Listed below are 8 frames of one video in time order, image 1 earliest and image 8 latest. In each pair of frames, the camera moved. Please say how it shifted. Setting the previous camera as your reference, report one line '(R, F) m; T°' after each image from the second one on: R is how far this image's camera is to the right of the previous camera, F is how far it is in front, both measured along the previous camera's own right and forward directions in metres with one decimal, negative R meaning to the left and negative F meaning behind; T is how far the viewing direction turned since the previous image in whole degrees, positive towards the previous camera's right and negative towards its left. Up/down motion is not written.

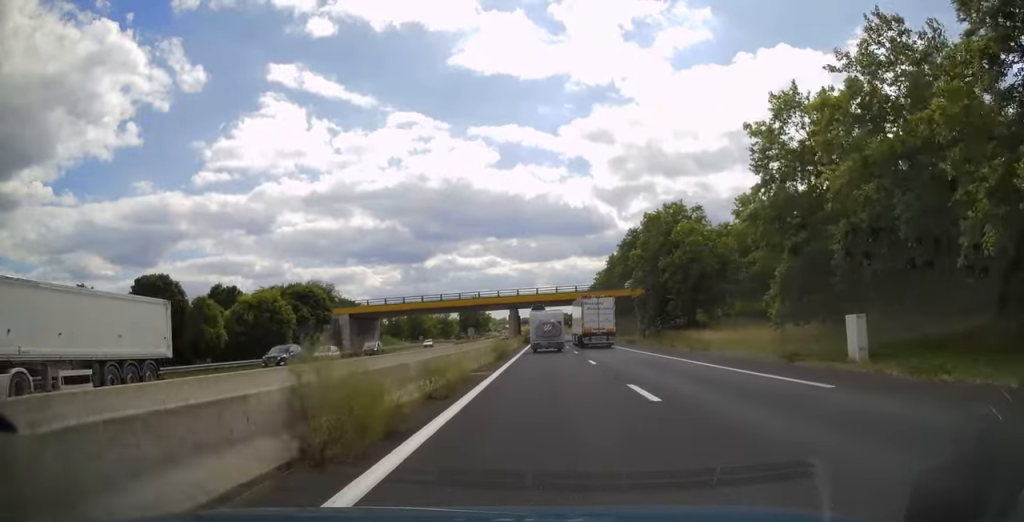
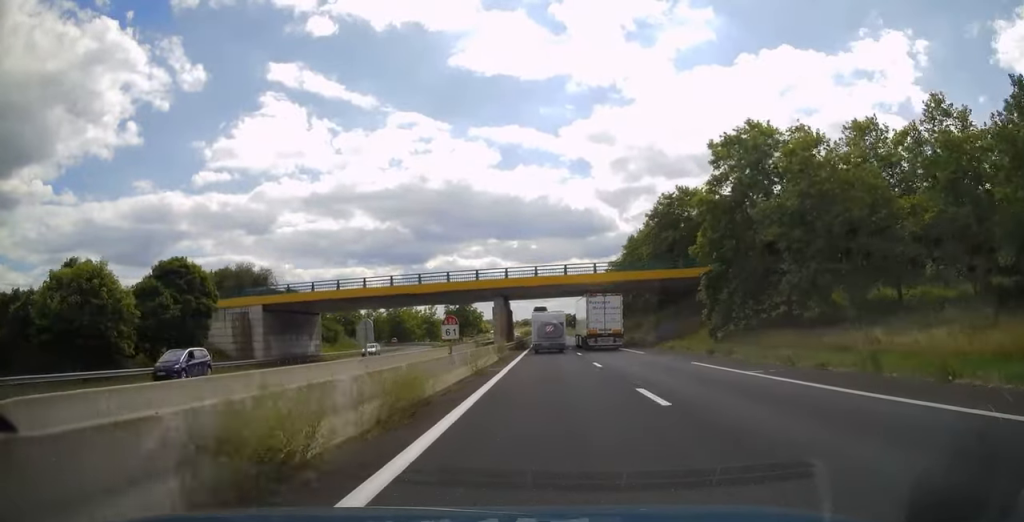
(-0.1, +26.6) m; 0°
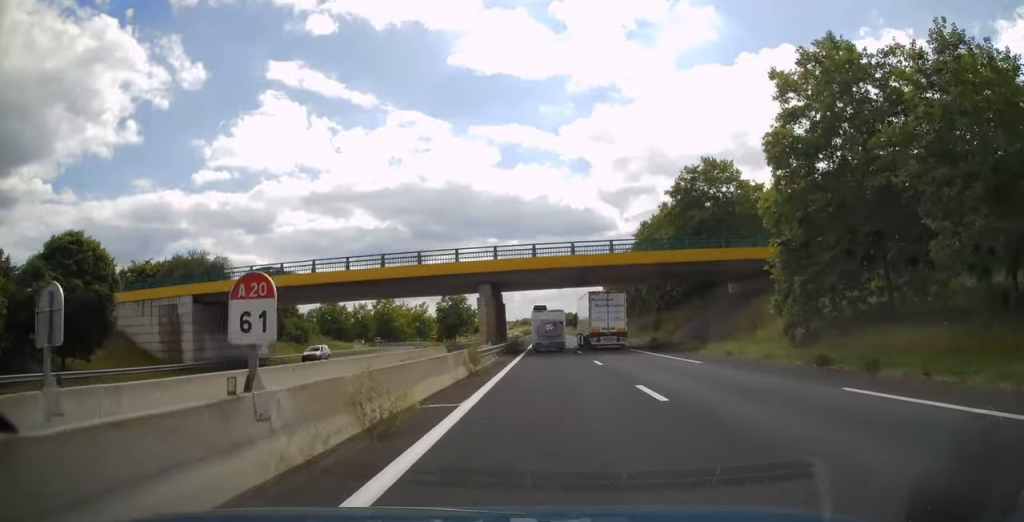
(0.0, +12.3) m; 0°
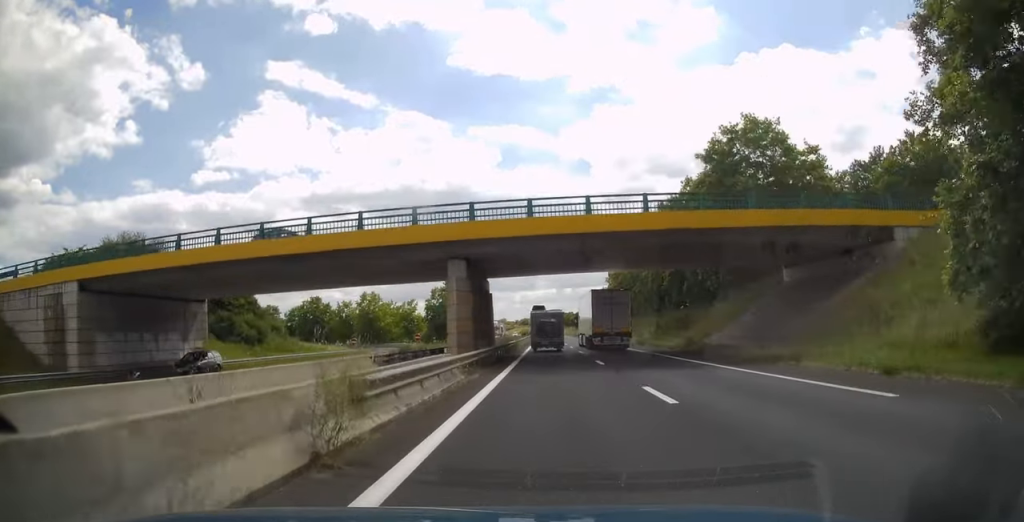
(0.0, +13.3) m; 0°
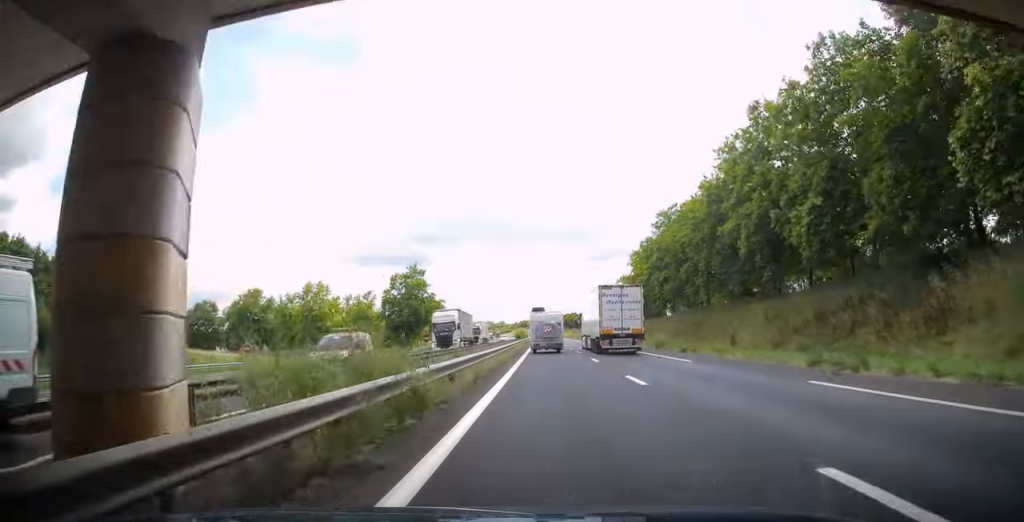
(+0.3, +34.4) m; 0°
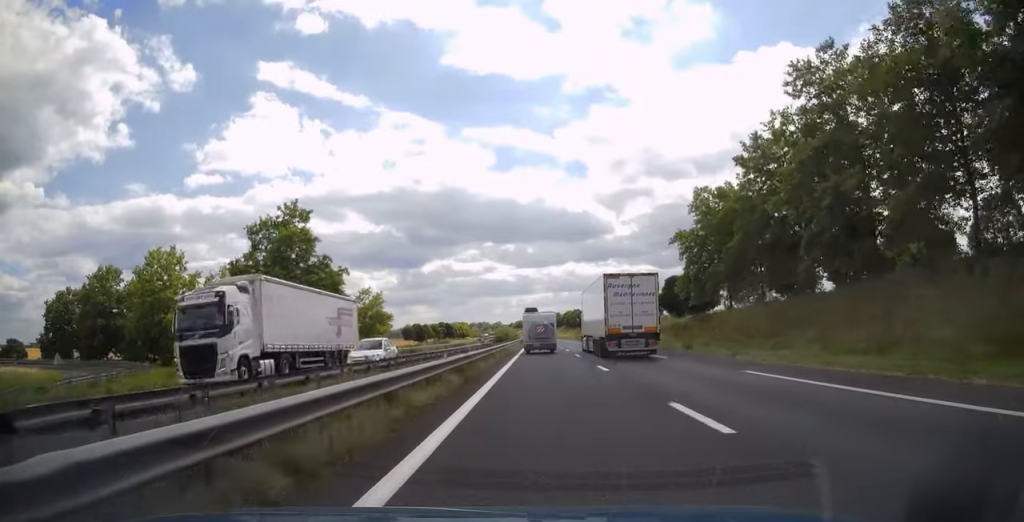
(-0.4, +45.9) m; -1°
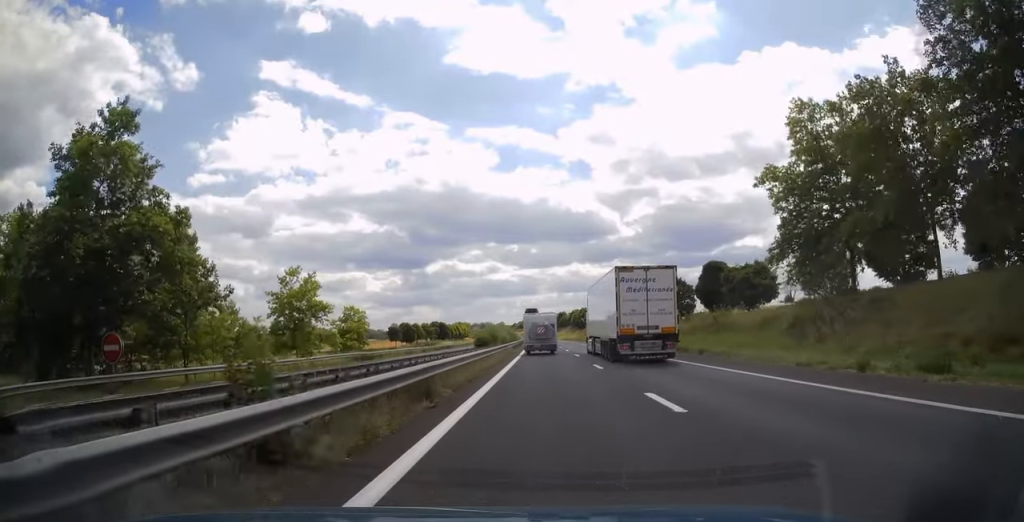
(0.0, +23.7) m; 0°
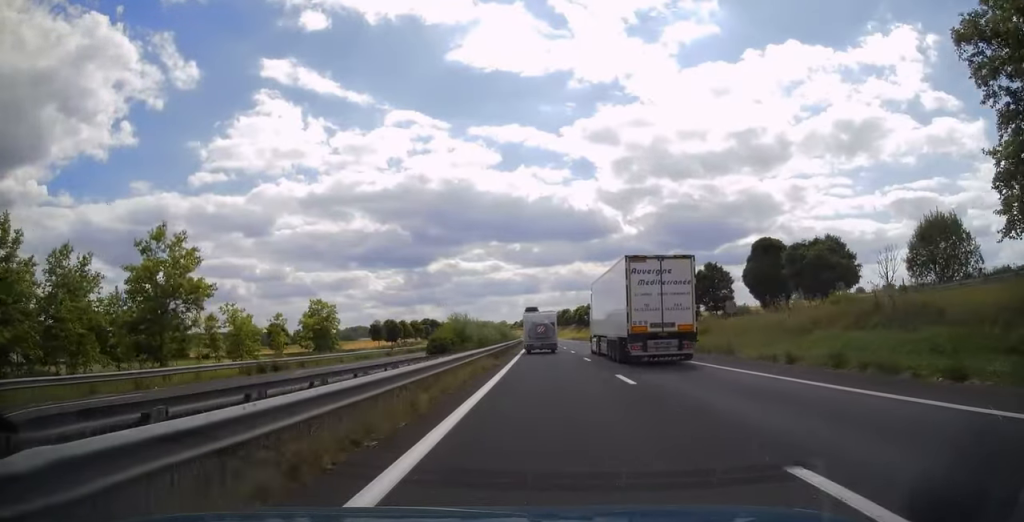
(0.0, +20.3) m; 0°
